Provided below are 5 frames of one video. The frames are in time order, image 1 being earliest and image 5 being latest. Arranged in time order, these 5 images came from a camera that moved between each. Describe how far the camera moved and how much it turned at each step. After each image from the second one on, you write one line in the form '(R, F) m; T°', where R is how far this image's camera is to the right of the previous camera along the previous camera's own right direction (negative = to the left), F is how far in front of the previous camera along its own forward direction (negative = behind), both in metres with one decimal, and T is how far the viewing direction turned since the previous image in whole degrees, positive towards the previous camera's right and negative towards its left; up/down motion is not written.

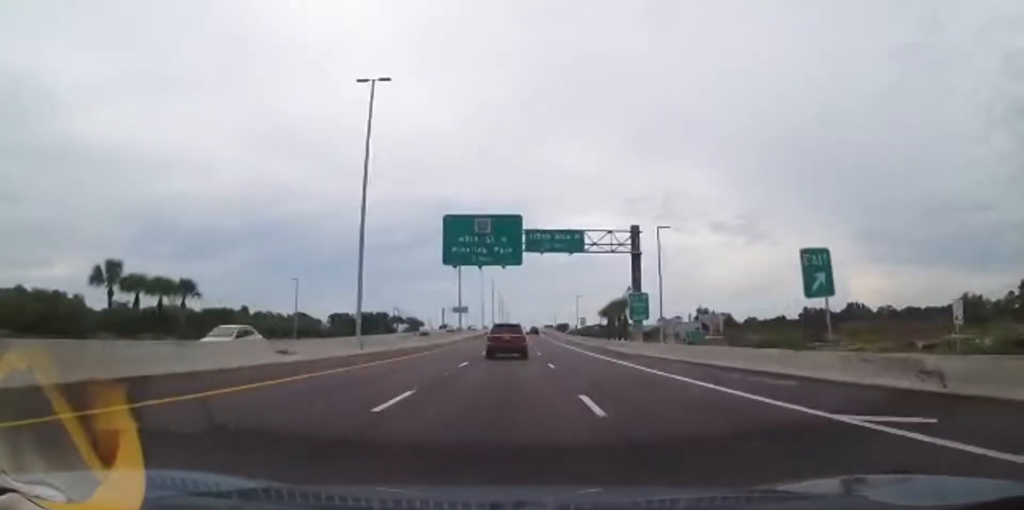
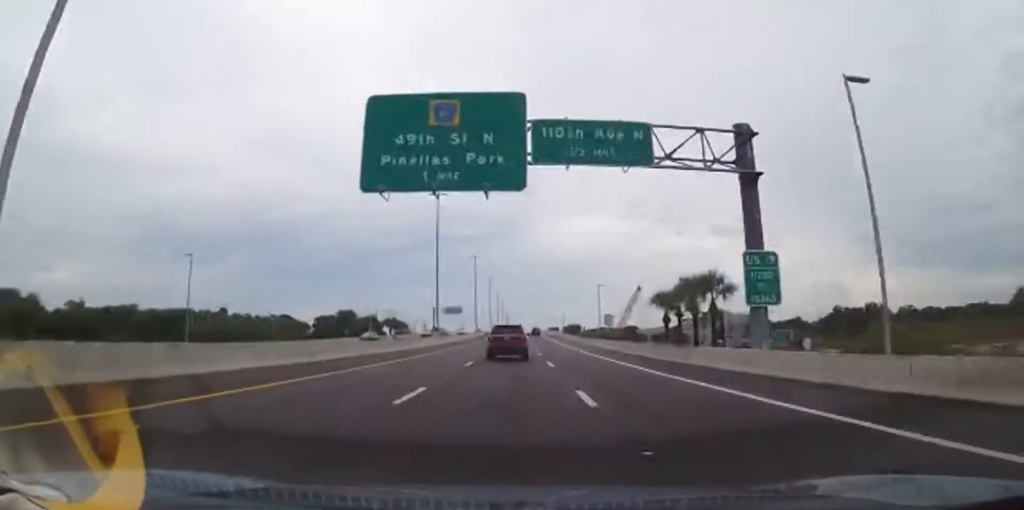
(0.0, +23.4) m; 0°
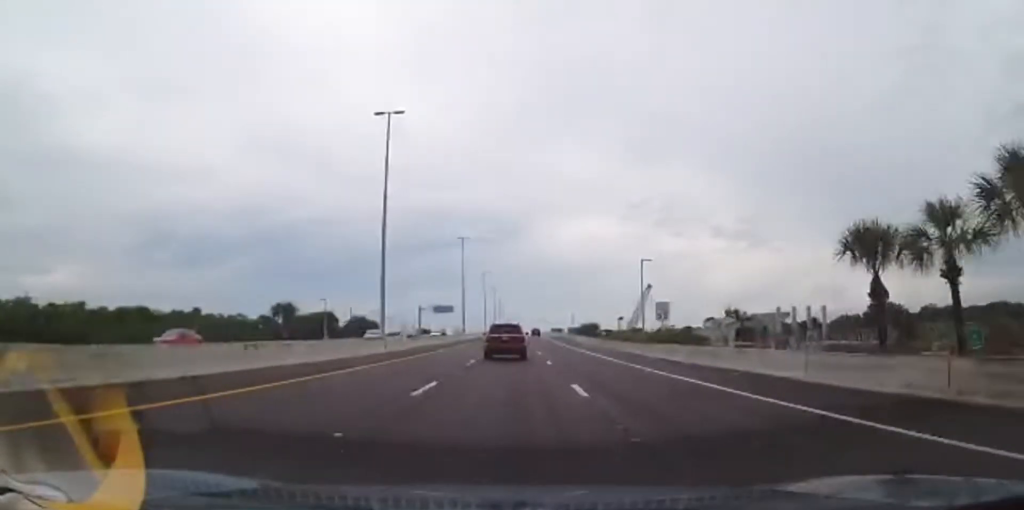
(+0.1, +23.1) m; 0°
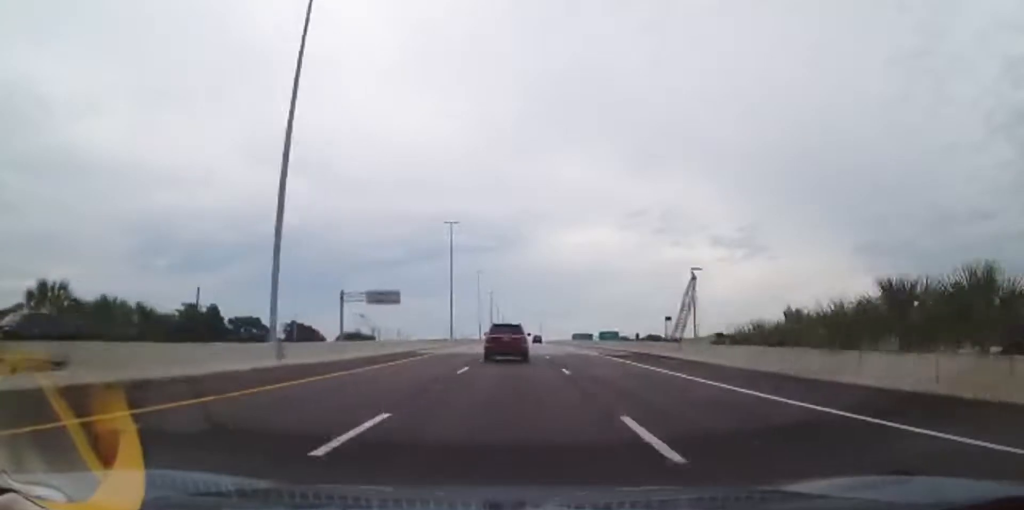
(0.0, +65.9) m; 0°
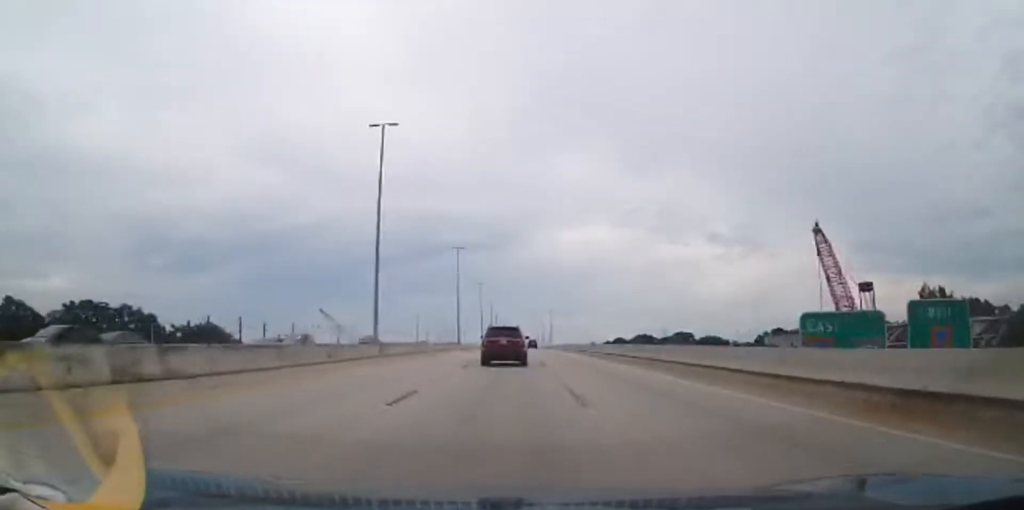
(+1.0, +84.0) m; 0°
